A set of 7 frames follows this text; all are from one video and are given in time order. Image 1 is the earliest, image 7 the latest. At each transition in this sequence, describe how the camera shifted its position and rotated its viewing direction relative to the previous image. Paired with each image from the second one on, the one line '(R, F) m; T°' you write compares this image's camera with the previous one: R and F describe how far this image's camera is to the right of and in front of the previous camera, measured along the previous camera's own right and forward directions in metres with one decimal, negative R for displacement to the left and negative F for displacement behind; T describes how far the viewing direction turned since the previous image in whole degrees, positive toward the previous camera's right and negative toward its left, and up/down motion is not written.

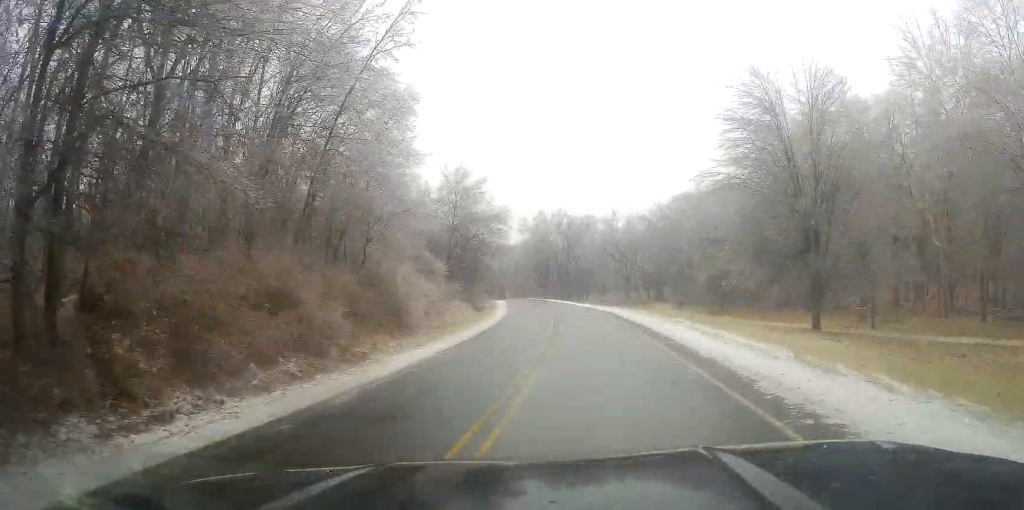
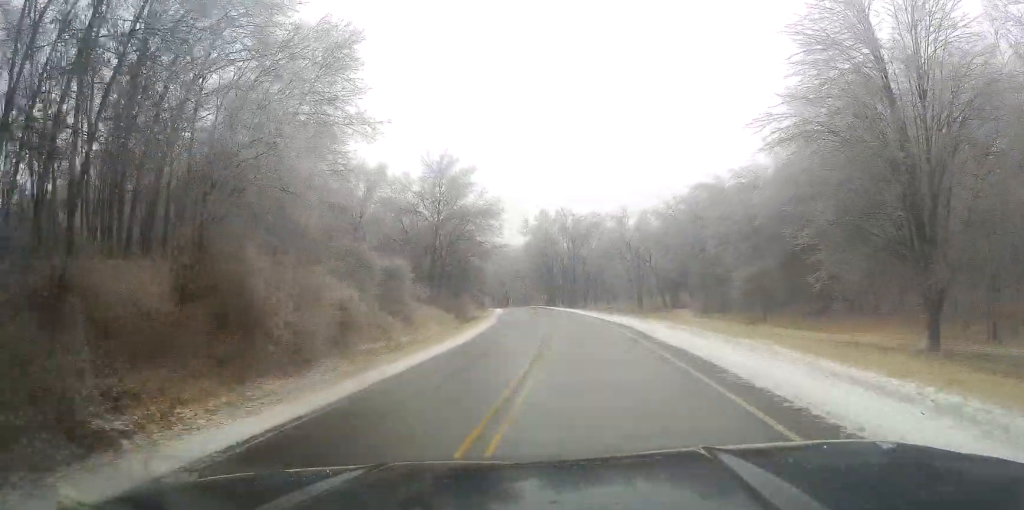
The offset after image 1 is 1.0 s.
(+0.2, +15.5) m; -1°
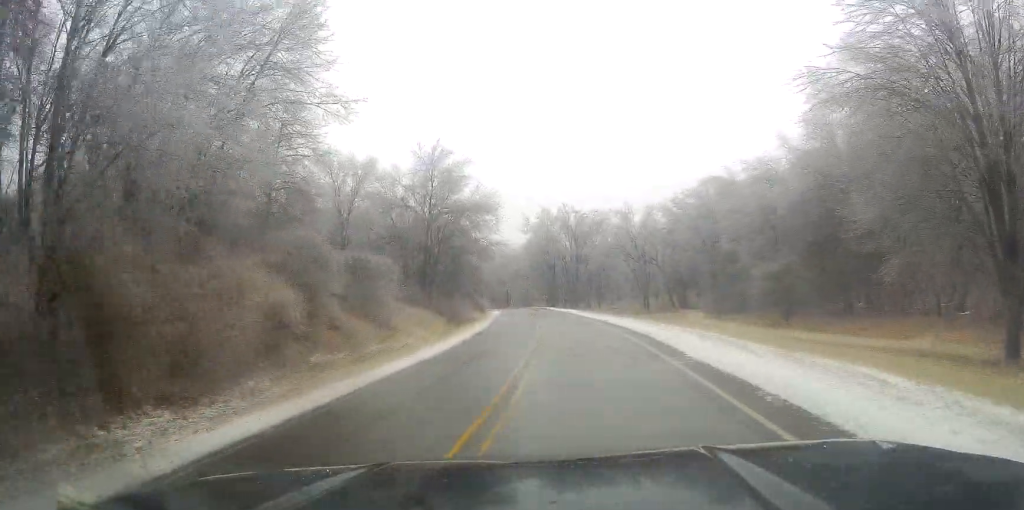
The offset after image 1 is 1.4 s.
(-0.1, +6.4) m; -1°
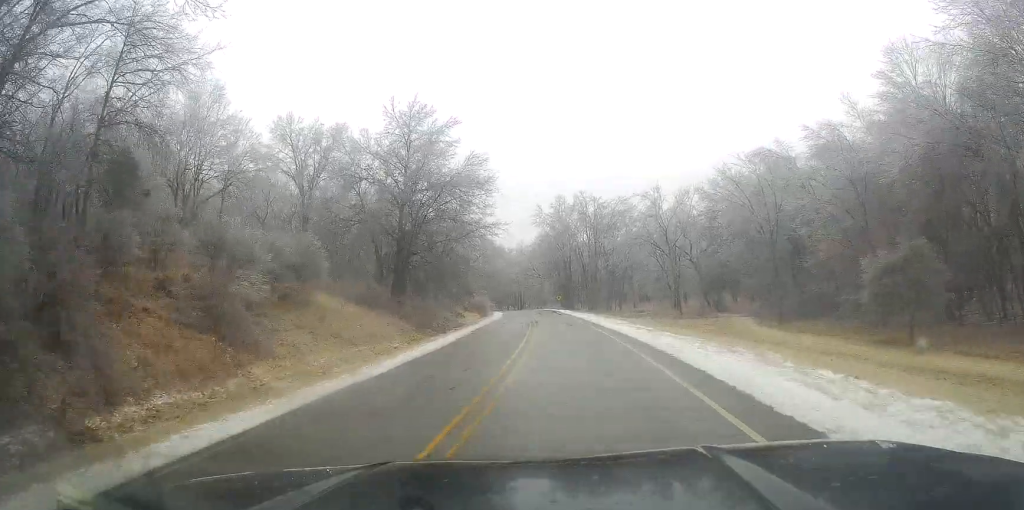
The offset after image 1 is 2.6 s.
(-0.7, +19.5) m; -3°
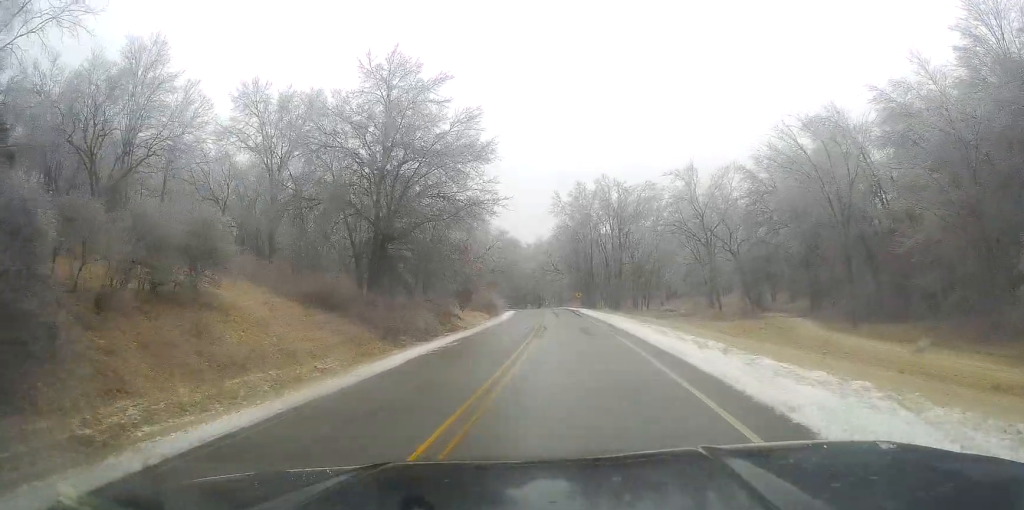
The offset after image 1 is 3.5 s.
(-0.2, +13.4) m; -2°
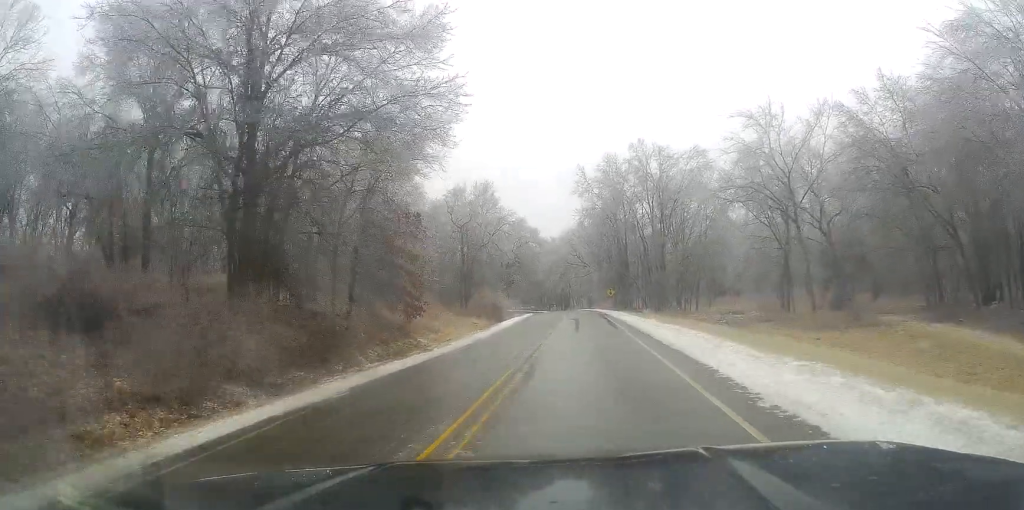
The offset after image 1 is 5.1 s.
(-0.5, +25.0) m; -3°
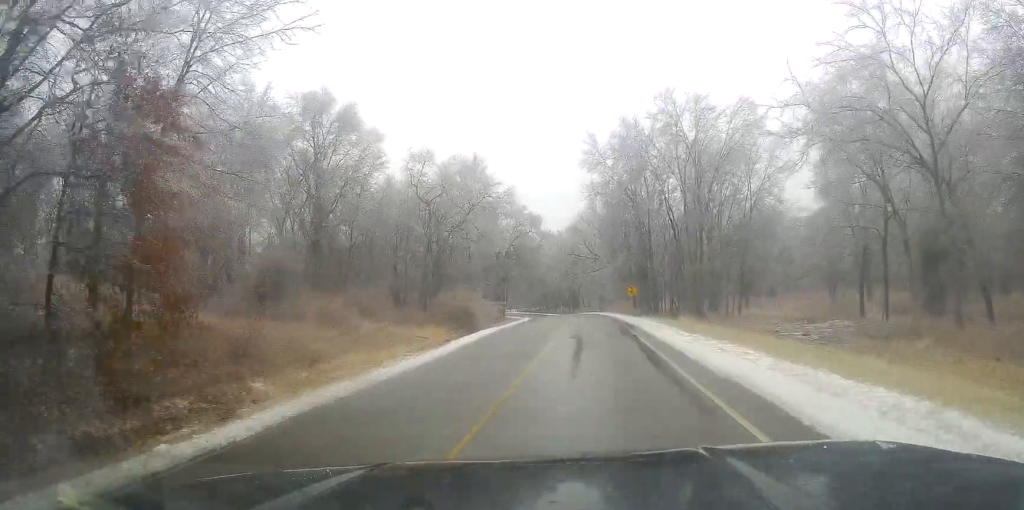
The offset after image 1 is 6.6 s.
(0.0, +22.1) m; +2°
